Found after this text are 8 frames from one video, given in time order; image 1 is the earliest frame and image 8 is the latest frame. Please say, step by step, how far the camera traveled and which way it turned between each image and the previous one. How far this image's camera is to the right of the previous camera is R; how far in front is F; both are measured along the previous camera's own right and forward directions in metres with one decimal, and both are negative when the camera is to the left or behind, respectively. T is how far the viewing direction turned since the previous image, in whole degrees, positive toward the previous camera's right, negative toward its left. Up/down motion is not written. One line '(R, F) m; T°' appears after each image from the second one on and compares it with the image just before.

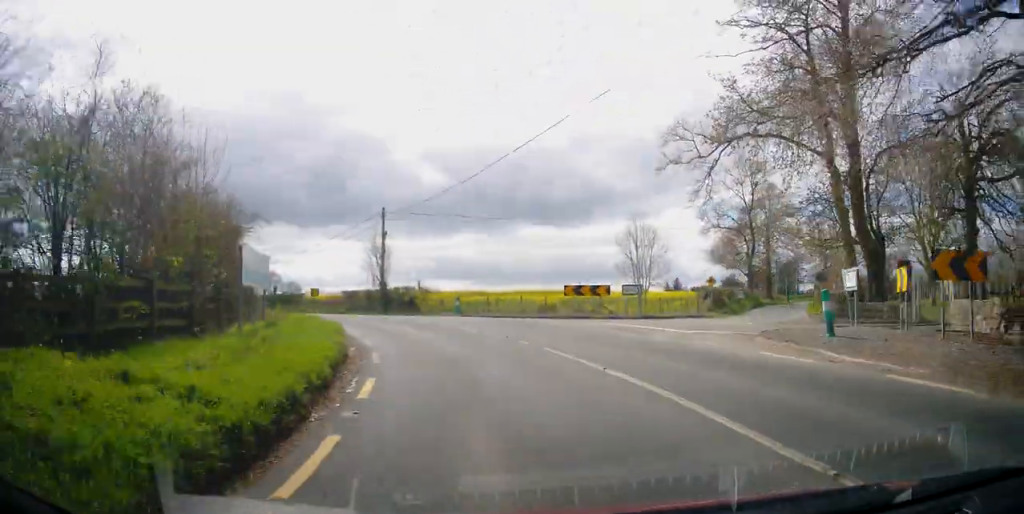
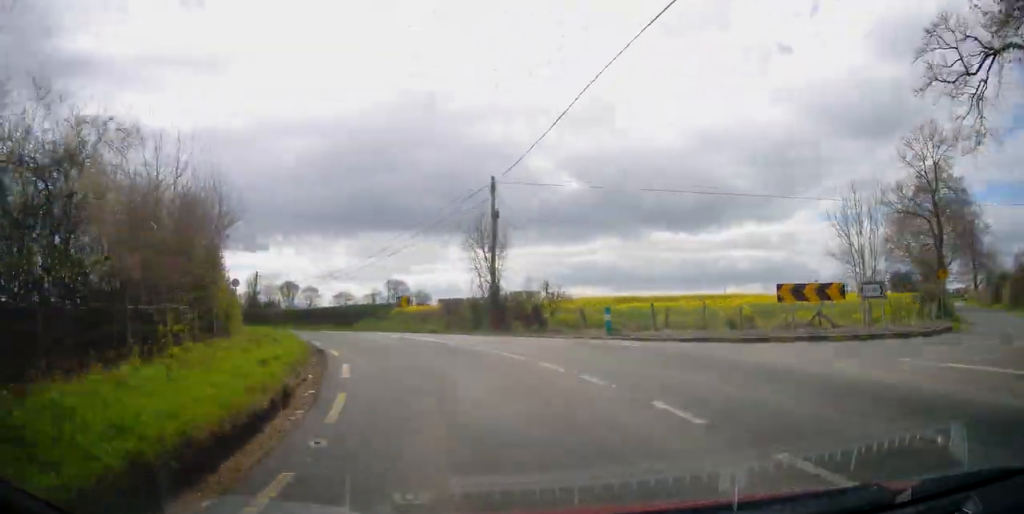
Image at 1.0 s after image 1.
(-1.1, +13.4) m; -12°
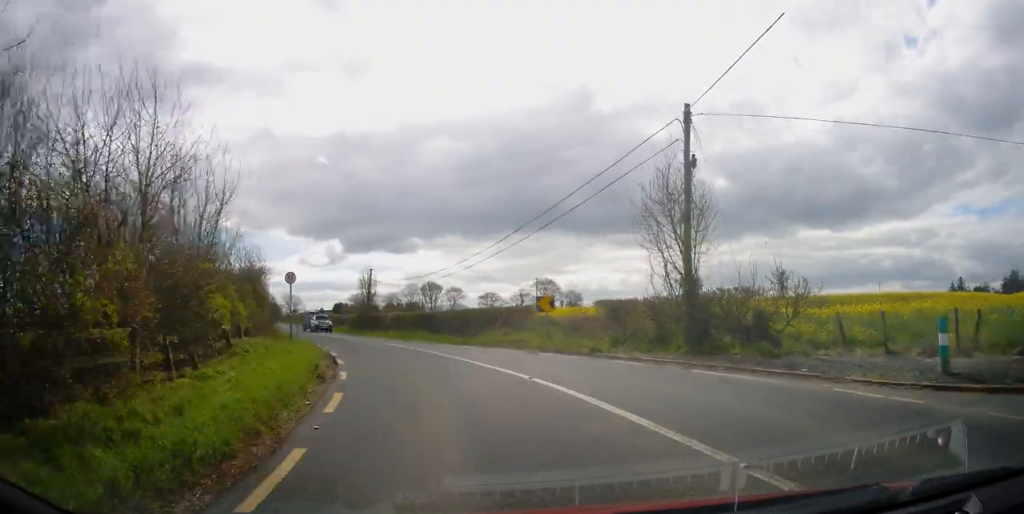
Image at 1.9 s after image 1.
(-0.9, +11.0) m; -14°
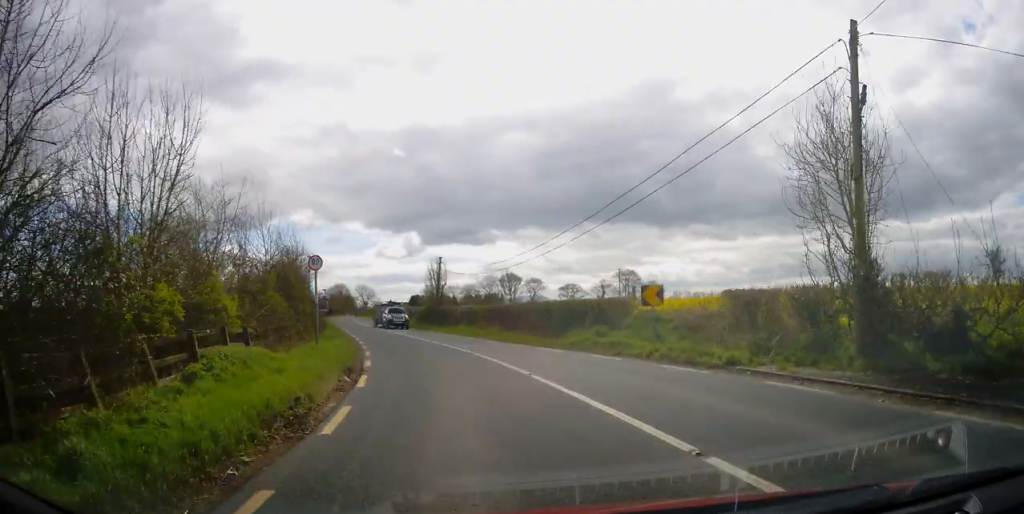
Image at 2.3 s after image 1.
(-0.7, +5.5) m; -7°
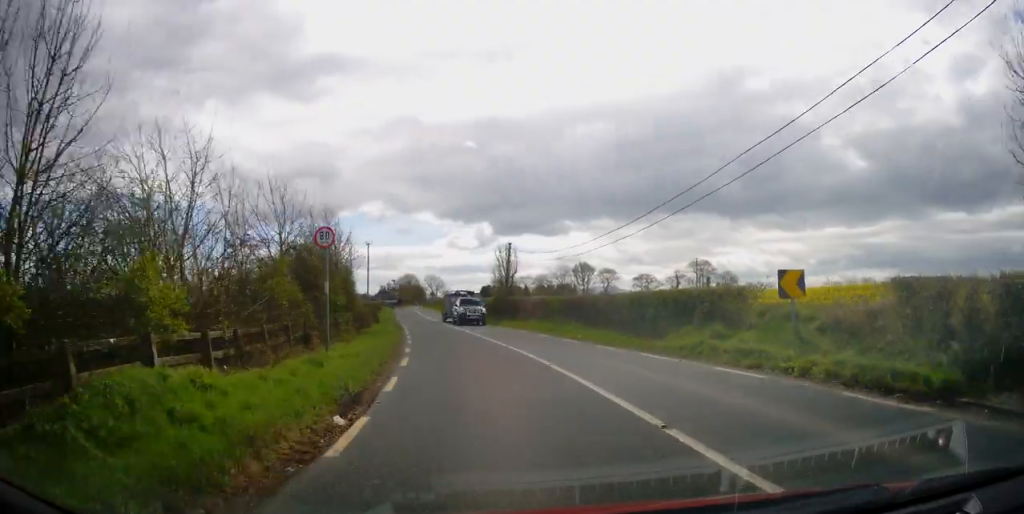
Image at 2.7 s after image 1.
(0.0, +5.1) m; -7°
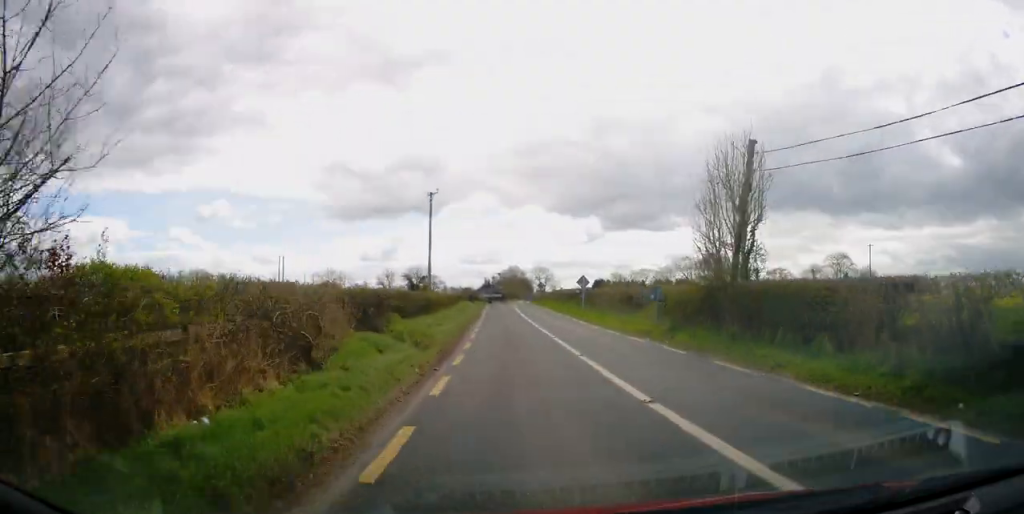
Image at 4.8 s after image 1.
(-5.1, +27.3) m; -15°
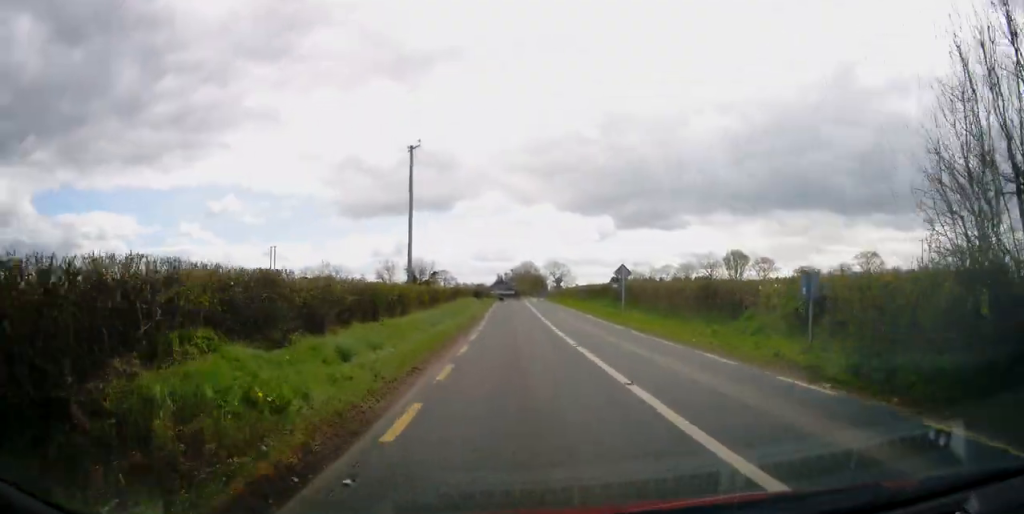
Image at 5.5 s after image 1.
(-0.2, +11.2) m; -1°
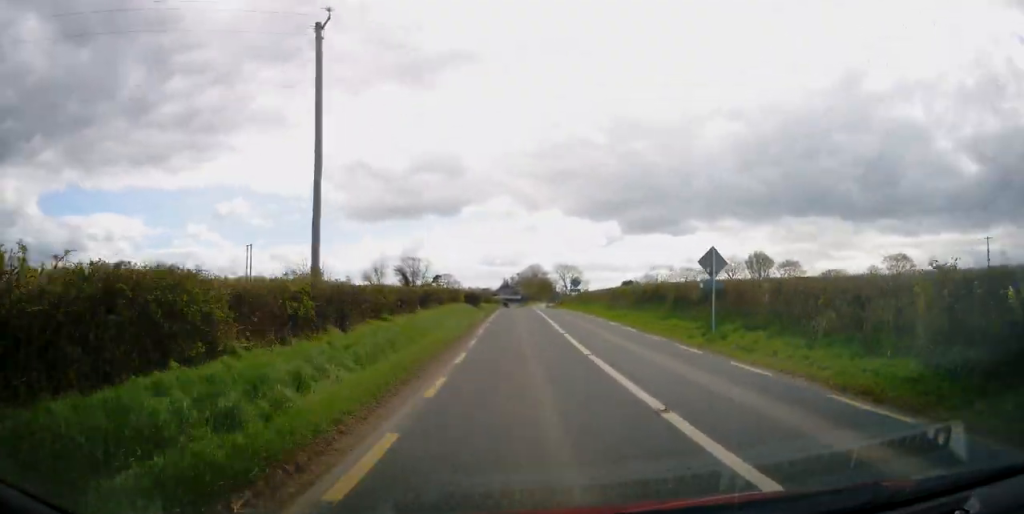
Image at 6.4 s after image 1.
(-0.2, +13.8) m; -1°
